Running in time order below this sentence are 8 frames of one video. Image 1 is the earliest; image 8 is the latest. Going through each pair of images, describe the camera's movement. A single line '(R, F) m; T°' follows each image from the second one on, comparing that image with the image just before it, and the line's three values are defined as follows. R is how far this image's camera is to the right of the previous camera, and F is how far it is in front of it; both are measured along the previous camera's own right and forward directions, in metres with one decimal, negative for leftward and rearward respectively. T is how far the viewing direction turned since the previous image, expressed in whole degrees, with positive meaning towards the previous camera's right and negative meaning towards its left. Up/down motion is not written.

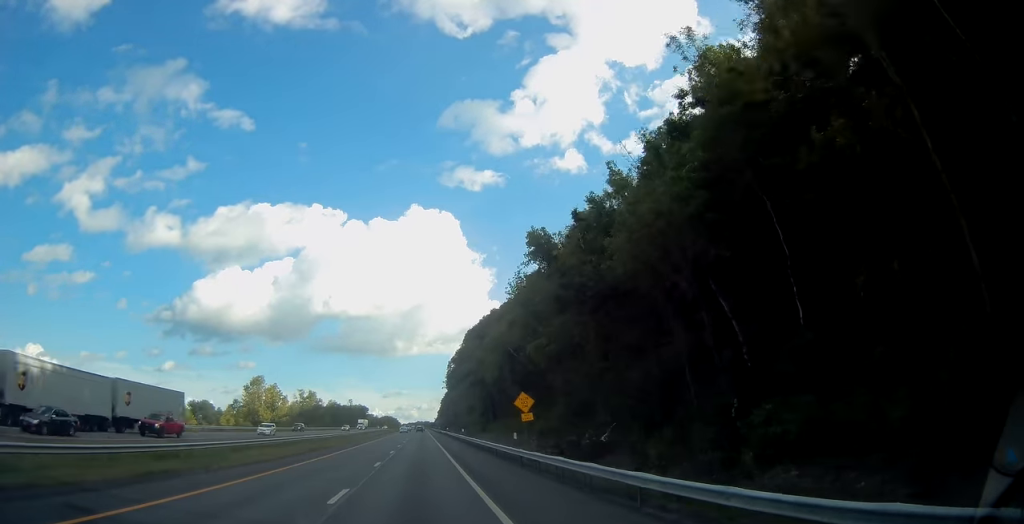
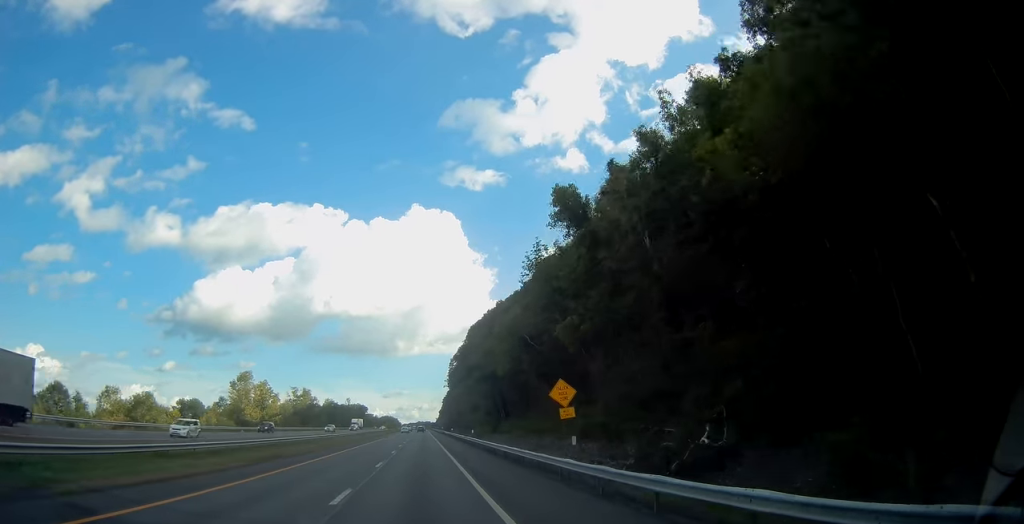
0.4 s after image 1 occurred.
(-0.2, +12.3) m; 0°
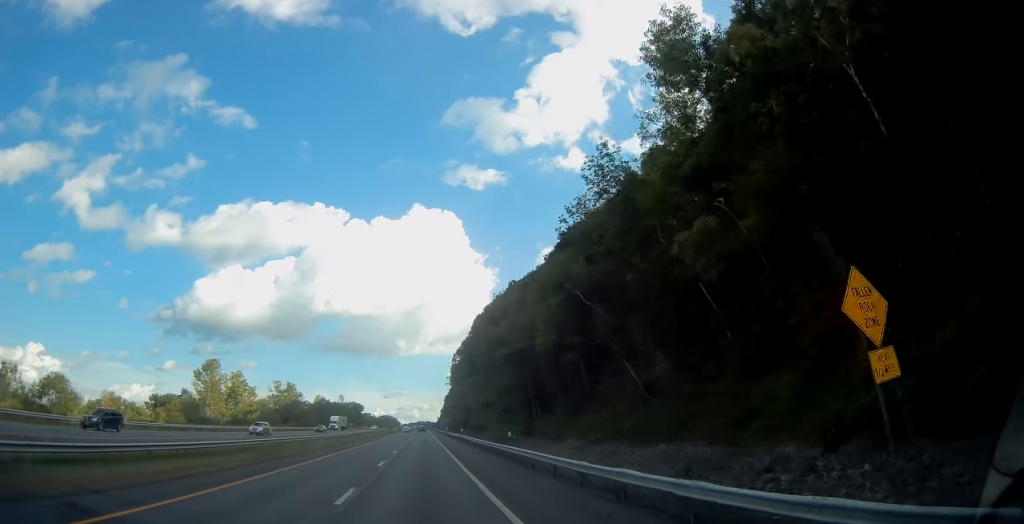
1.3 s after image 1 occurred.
(+0.2, +24.6) m; 0°
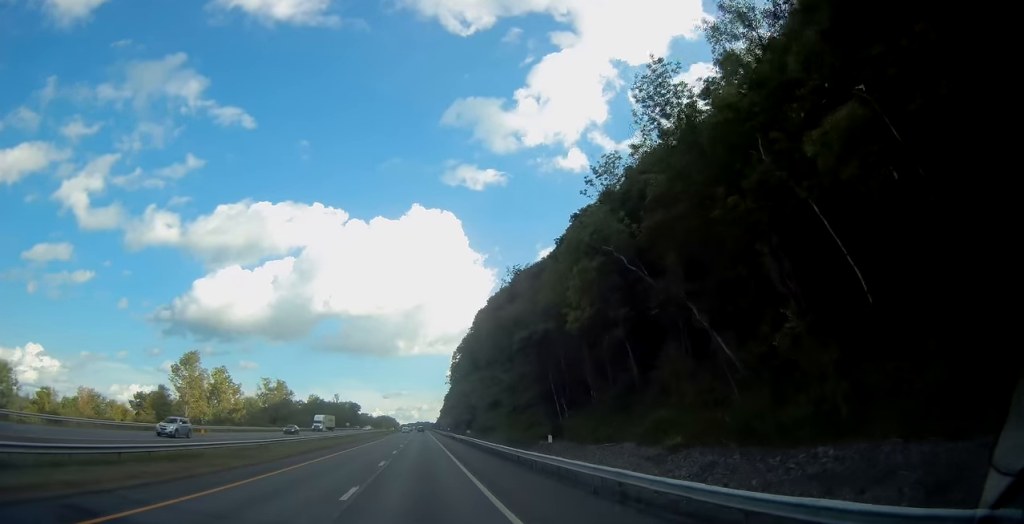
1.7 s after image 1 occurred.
(0.0, +11.3) m; 0°
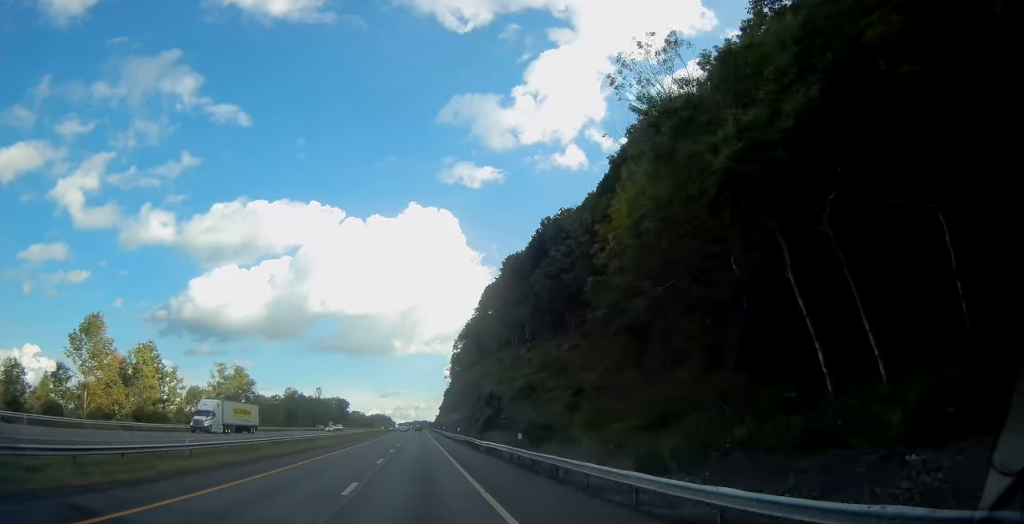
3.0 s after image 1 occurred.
(-0.2, +35.8) m; 0°
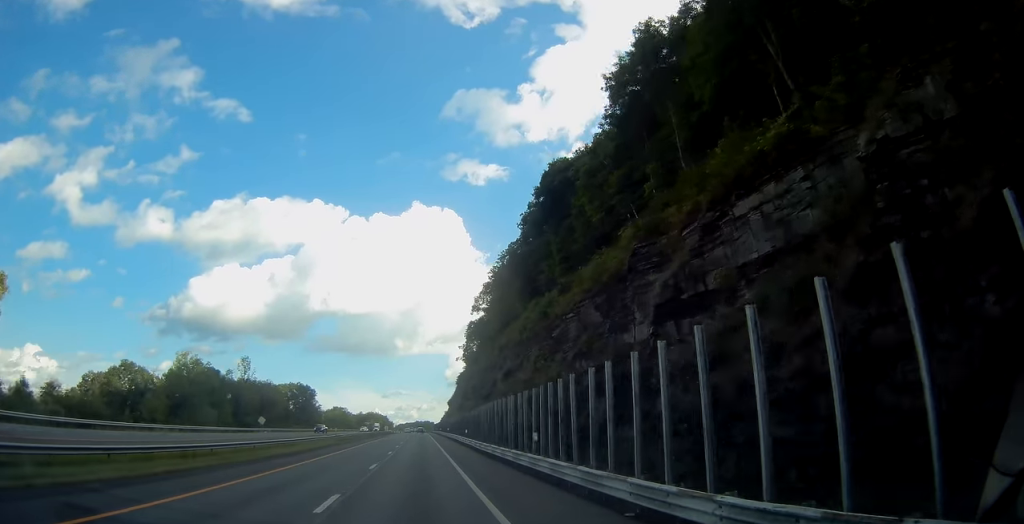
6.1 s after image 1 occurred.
(+0.6, +88.6) m; 0°
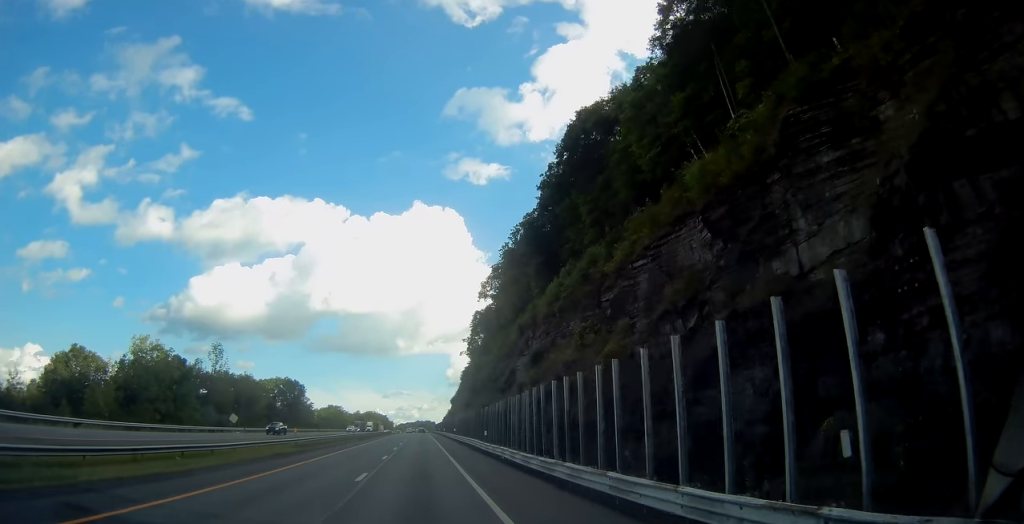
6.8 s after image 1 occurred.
(0.0, +17.6) m; 0°
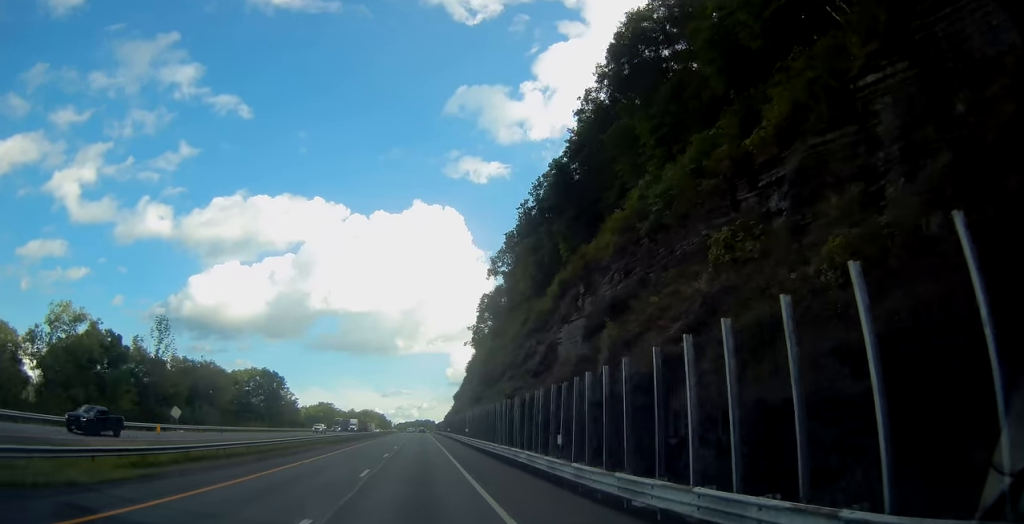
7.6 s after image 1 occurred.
(-0.2, +23.2) m; 0°
